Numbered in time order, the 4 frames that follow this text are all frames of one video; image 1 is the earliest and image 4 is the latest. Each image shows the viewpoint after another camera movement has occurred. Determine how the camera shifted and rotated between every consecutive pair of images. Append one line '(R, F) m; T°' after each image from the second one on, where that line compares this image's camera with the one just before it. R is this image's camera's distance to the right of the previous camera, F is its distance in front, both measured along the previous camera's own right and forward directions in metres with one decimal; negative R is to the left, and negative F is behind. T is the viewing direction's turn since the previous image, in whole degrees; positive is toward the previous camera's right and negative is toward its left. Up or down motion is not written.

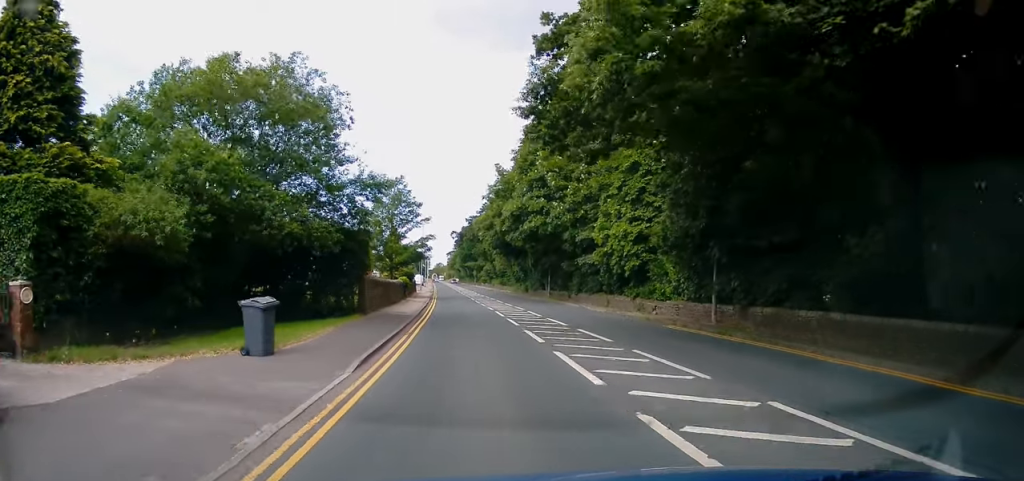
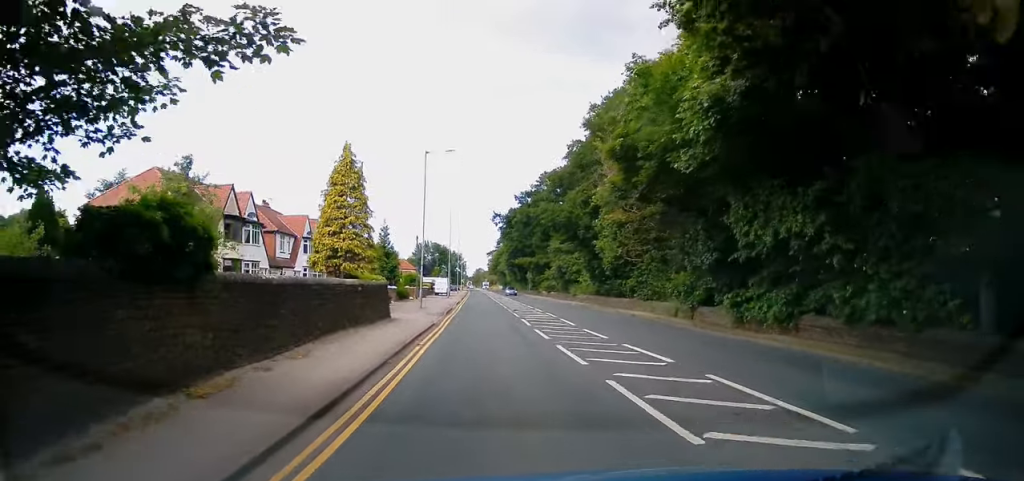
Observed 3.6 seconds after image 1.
(-2.8, +52.1) m; -4°
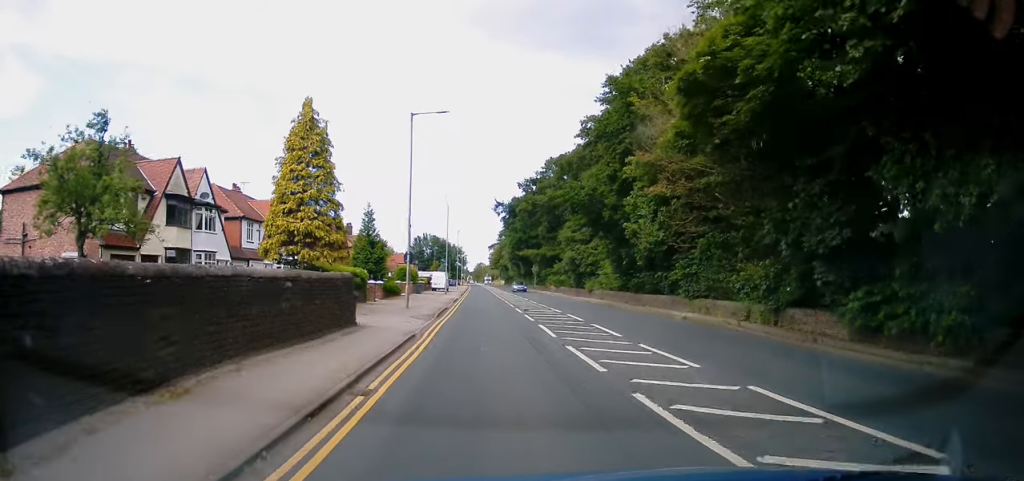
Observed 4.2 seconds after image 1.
(0.0, +7.9) m; 0°
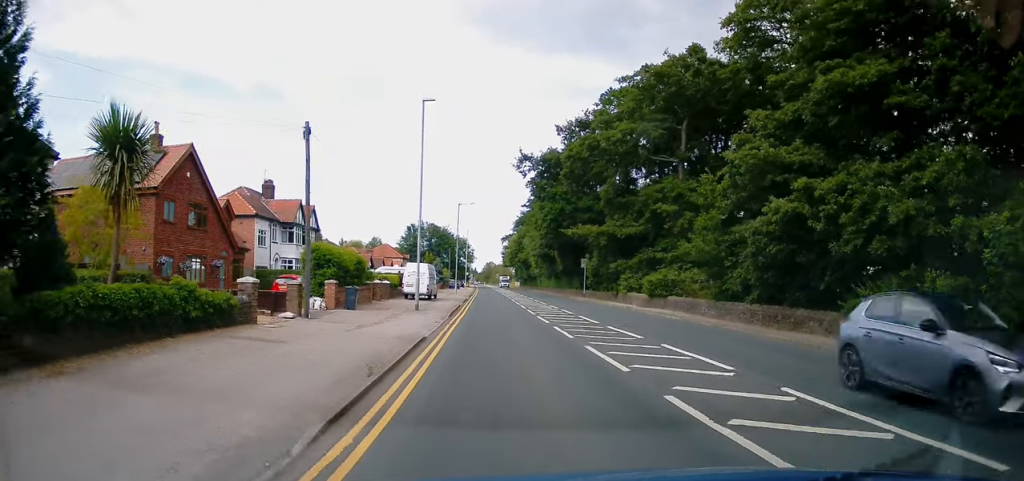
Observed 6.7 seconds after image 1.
(-0.2, +37.0) m; 0°
